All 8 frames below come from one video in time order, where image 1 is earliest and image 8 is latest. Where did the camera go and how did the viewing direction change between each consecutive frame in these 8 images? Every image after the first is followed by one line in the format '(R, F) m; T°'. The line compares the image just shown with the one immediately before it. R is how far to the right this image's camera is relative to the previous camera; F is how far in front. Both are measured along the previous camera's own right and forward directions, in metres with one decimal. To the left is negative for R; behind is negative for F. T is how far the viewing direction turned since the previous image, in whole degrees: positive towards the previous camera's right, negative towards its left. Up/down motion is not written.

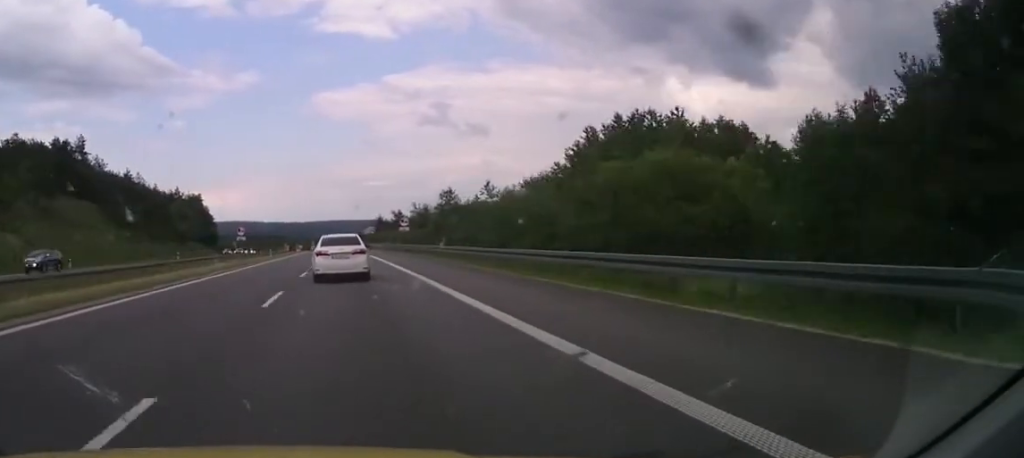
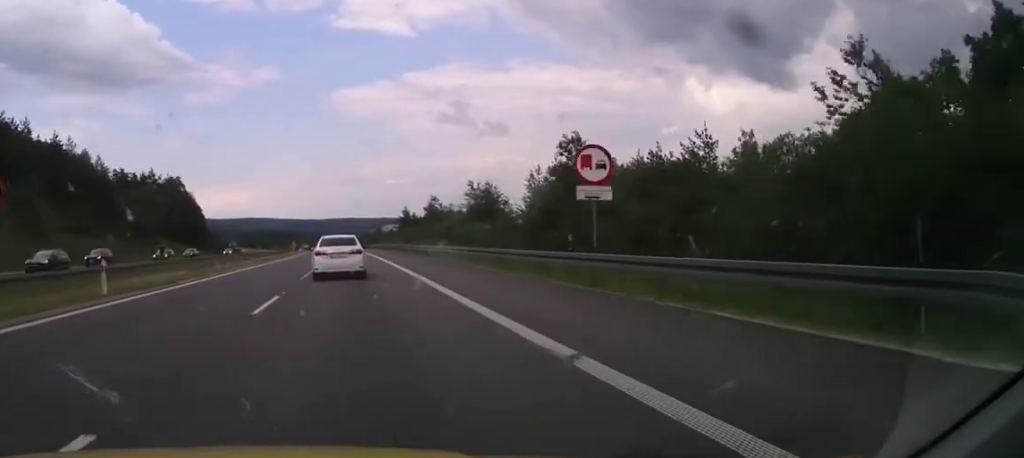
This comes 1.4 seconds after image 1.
(-1.3, +48.1) m; -2°
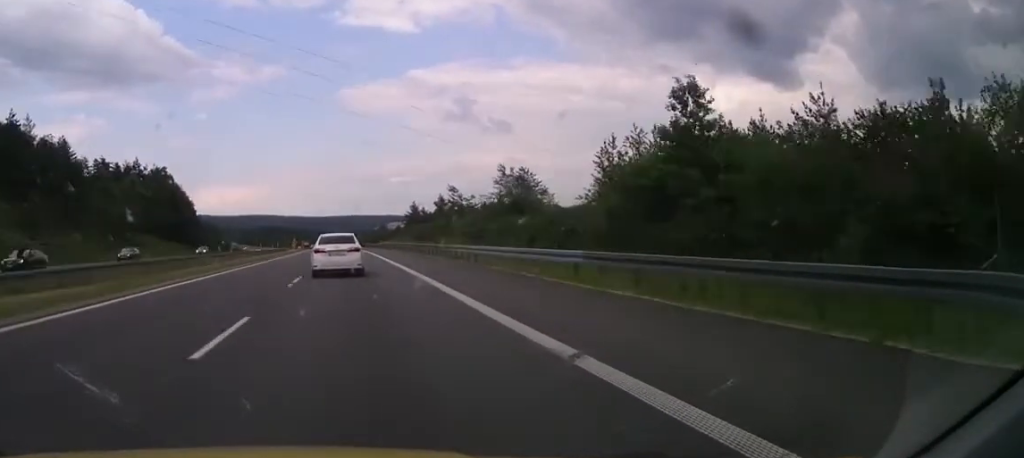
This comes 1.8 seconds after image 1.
(0.0, +16.5) m; 0°
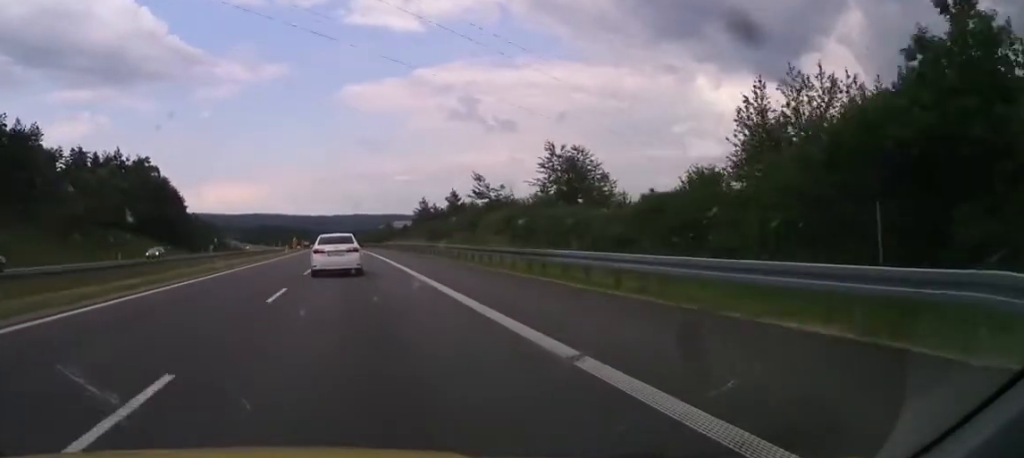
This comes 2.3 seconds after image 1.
(0.0, +16.6) m; 0°
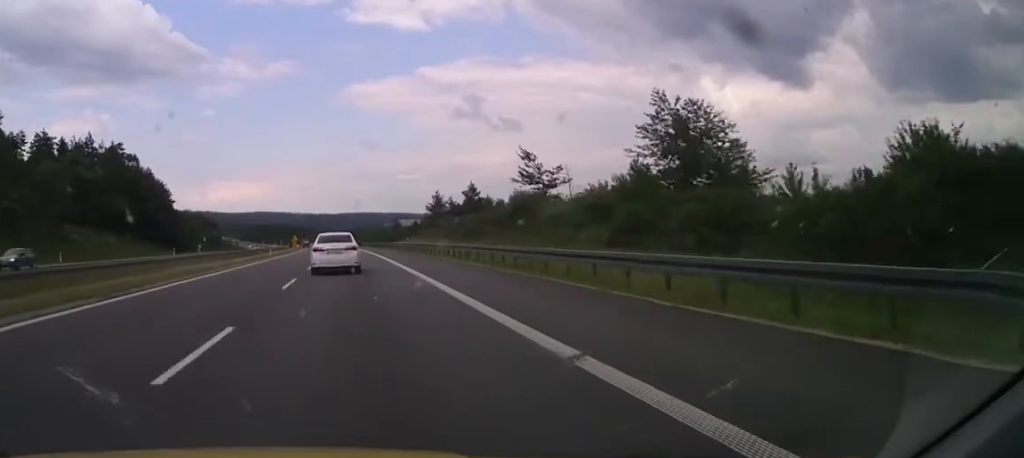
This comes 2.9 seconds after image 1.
(0.0, +20.3) m; 0°
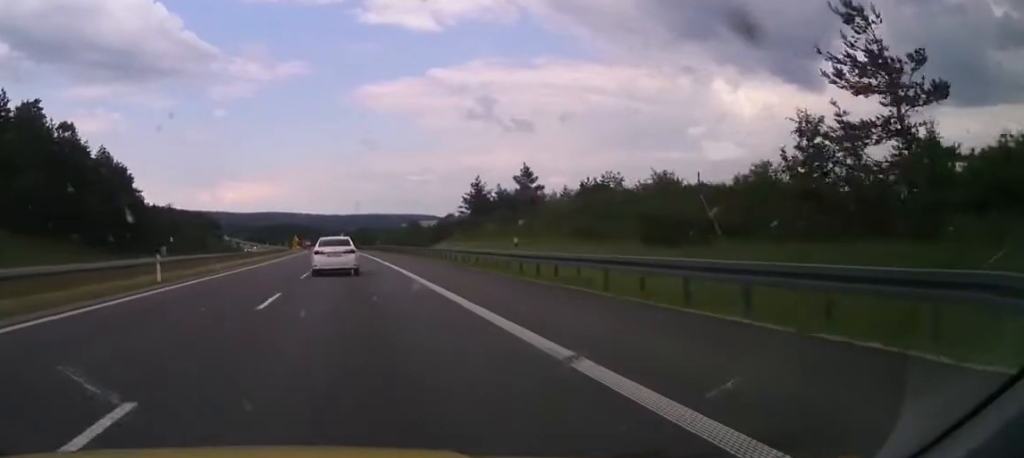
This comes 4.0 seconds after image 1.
(0.0, +40.7) m; 0°
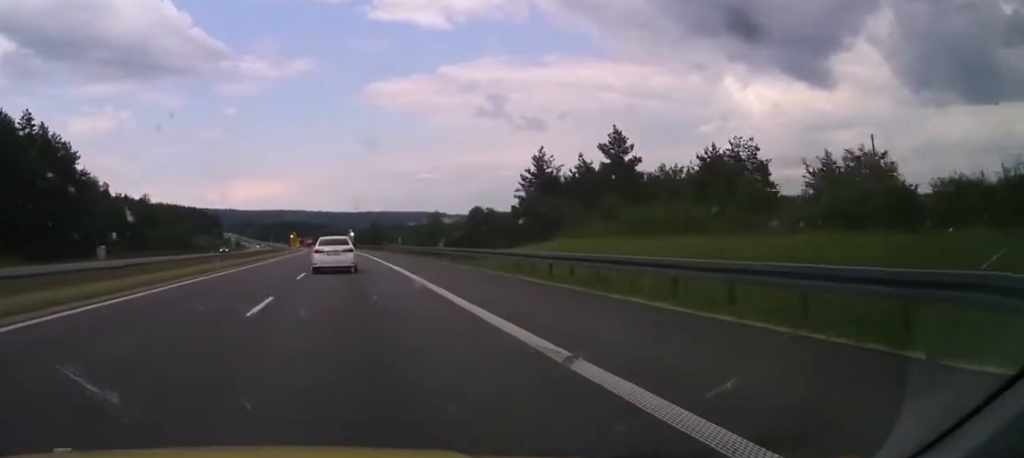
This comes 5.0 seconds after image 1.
(0.0, +36.9) m; 0°
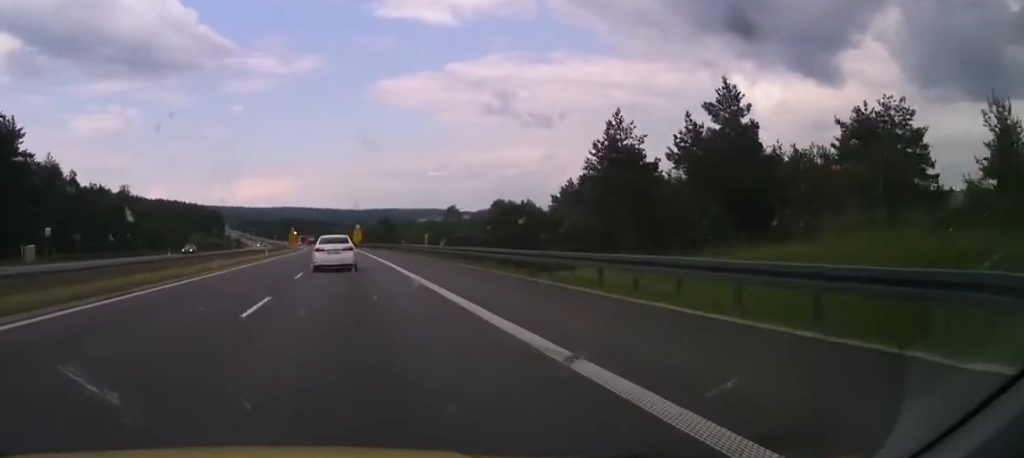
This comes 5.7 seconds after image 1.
(0.0, +23.8) m; 0°
